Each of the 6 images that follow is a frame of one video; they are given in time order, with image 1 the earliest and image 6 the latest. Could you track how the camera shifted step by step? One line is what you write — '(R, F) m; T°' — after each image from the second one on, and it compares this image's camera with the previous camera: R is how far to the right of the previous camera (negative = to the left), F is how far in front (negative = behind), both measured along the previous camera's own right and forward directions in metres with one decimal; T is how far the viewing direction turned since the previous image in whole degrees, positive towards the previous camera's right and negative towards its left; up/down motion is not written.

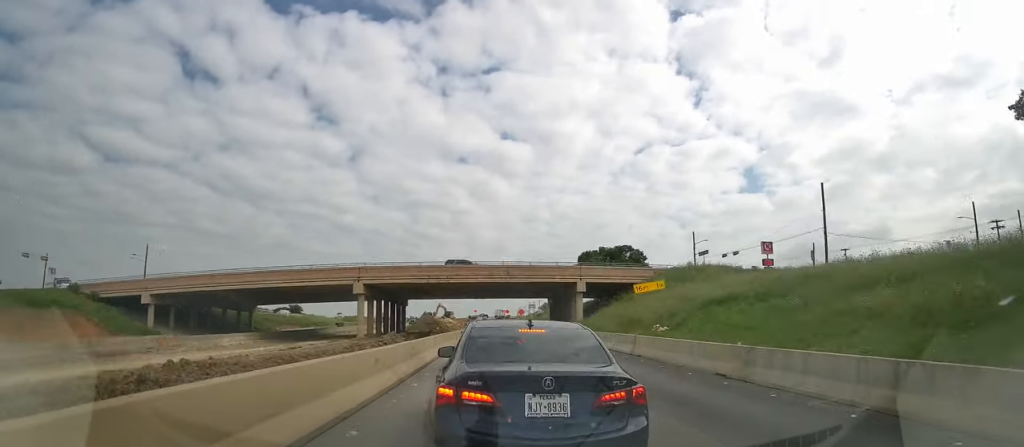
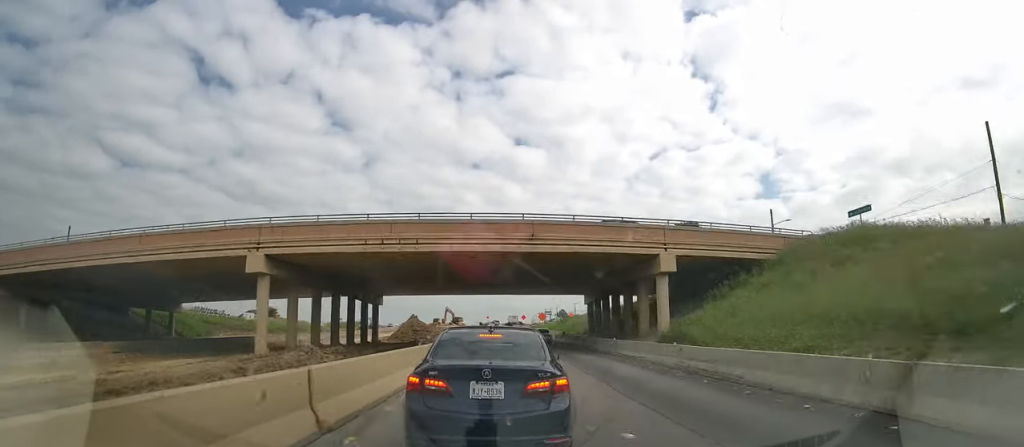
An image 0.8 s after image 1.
(0.0, +21.8) m; 0°
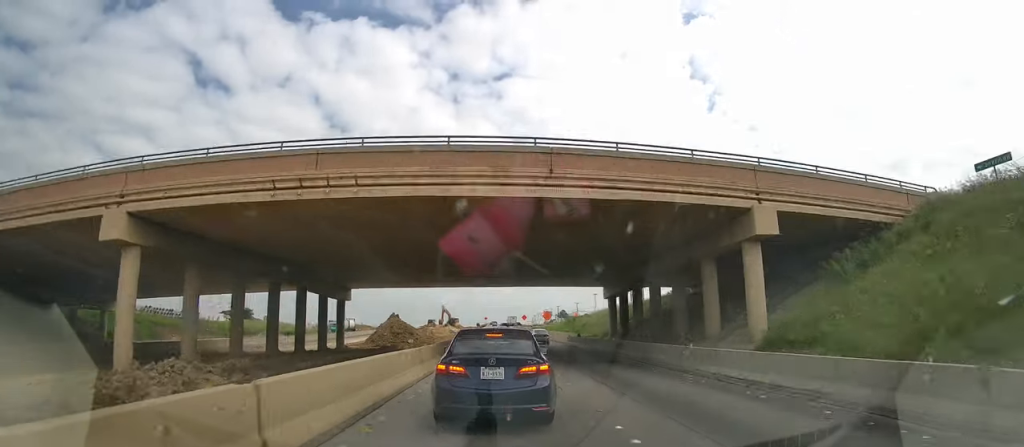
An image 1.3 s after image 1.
(0.0, +10.4) m; 0°
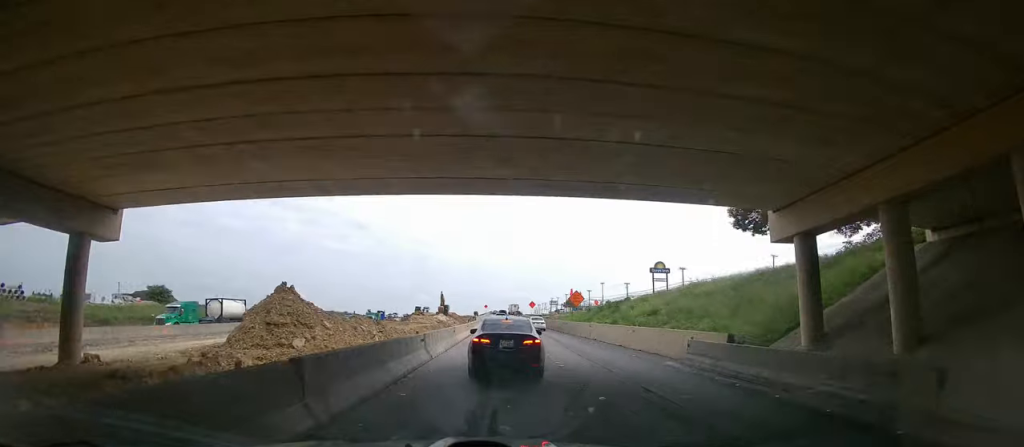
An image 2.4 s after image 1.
(0.0, +26.7) m; 0°
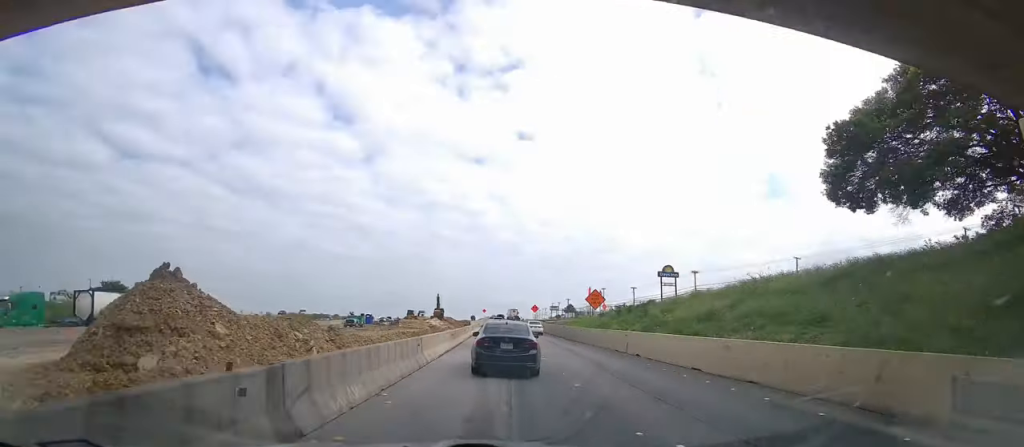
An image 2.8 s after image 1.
(0.0, +9.6) m; 0°
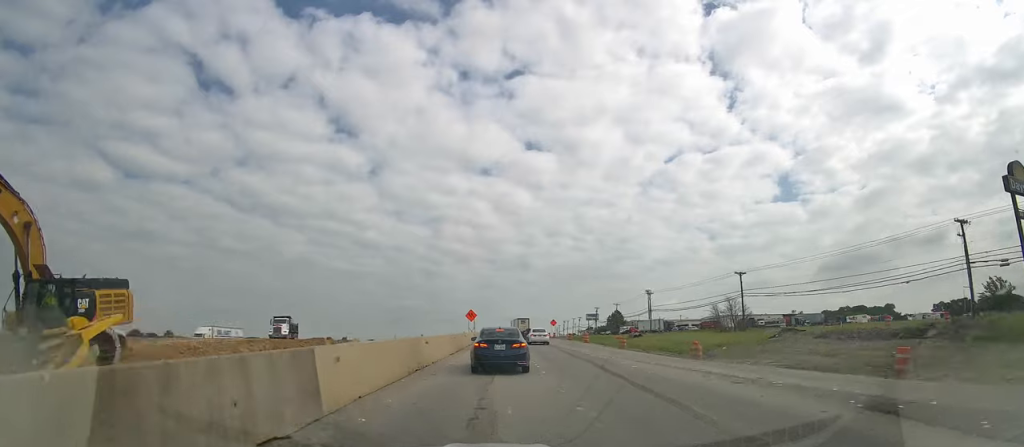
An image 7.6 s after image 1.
(-3.0, +118.4) m; -2°
